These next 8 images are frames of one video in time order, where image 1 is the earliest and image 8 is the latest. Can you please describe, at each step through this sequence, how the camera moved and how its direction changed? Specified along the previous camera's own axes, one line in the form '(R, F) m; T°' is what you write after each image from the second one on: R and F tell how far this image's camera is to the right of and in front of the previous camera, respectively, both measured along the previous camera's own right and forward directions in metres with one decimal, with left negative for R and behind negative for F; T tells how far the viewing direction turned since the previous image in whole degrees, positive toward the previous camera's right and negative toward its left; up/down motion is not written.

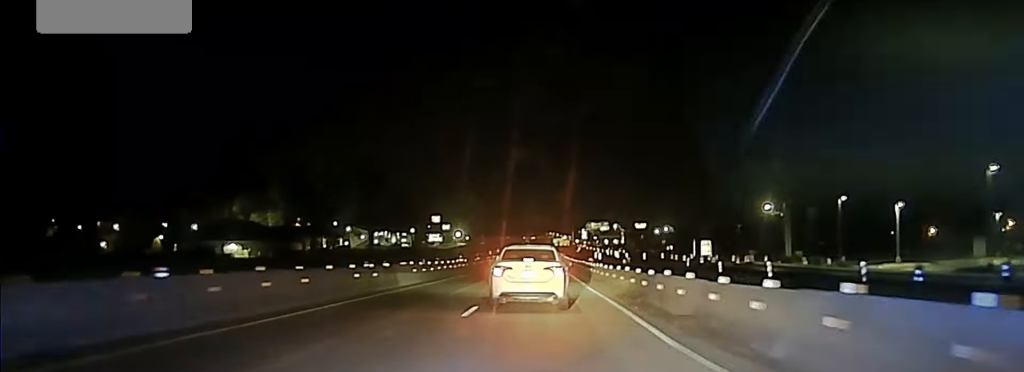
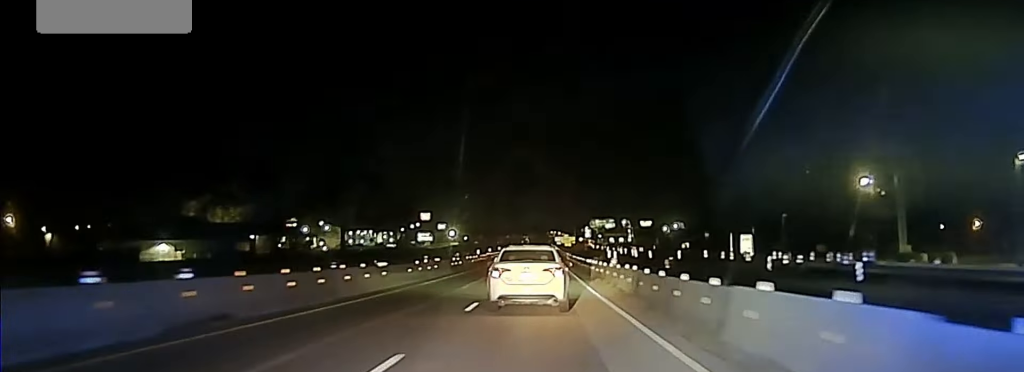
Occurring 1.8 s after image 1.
(+0.4, +35.3) m; 0°
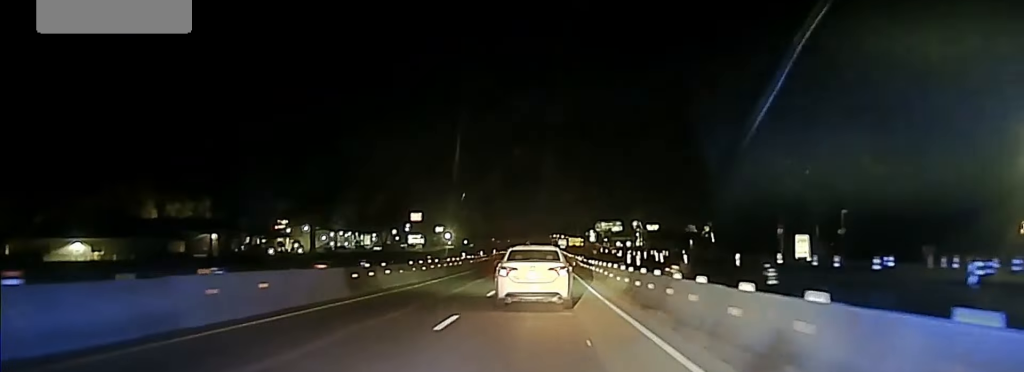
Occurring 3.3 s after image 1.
(-0.3, +35.9) m; 0°
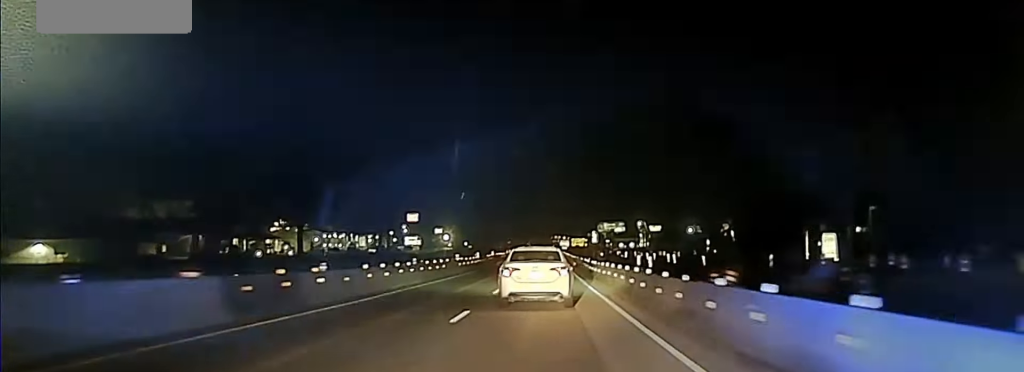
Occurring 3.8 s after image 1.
(0.0, +12.2) m; 0°
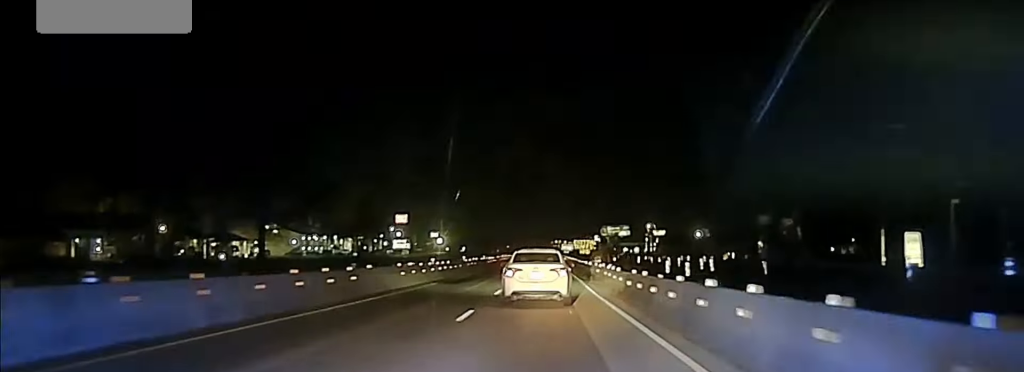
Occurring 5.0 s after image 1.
(0.0, +26.9) m; 0°
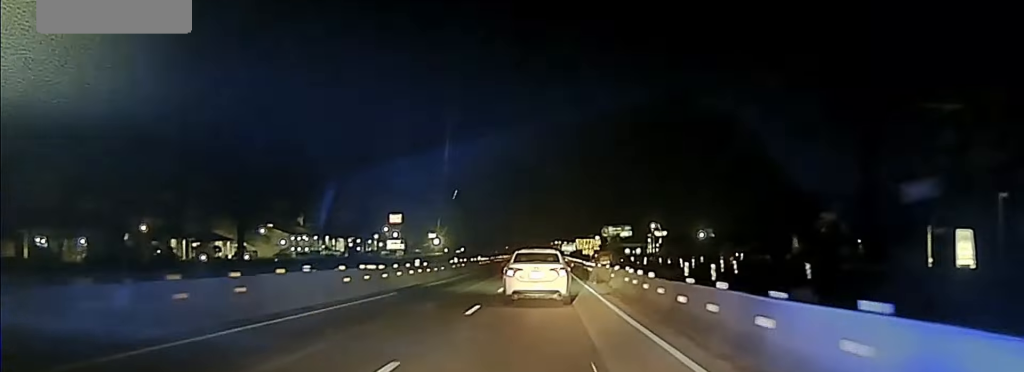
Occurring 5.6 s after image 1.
(-0.2, +11.4) m; 0°
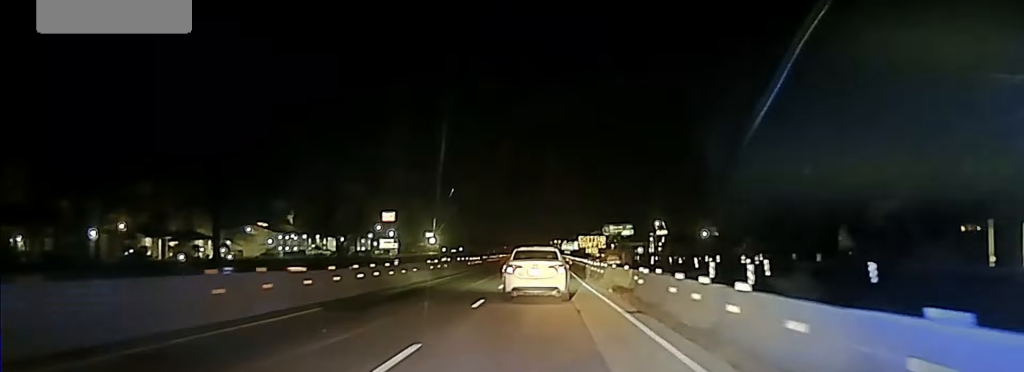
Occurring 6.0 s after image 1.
(+0.1, +9.9) m; 0°
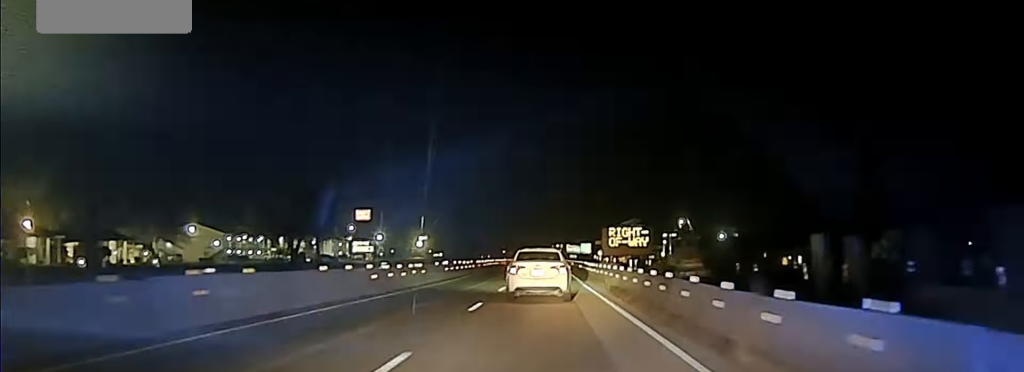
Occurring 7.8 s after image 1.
(+0.2, +36.9) m; 0°
